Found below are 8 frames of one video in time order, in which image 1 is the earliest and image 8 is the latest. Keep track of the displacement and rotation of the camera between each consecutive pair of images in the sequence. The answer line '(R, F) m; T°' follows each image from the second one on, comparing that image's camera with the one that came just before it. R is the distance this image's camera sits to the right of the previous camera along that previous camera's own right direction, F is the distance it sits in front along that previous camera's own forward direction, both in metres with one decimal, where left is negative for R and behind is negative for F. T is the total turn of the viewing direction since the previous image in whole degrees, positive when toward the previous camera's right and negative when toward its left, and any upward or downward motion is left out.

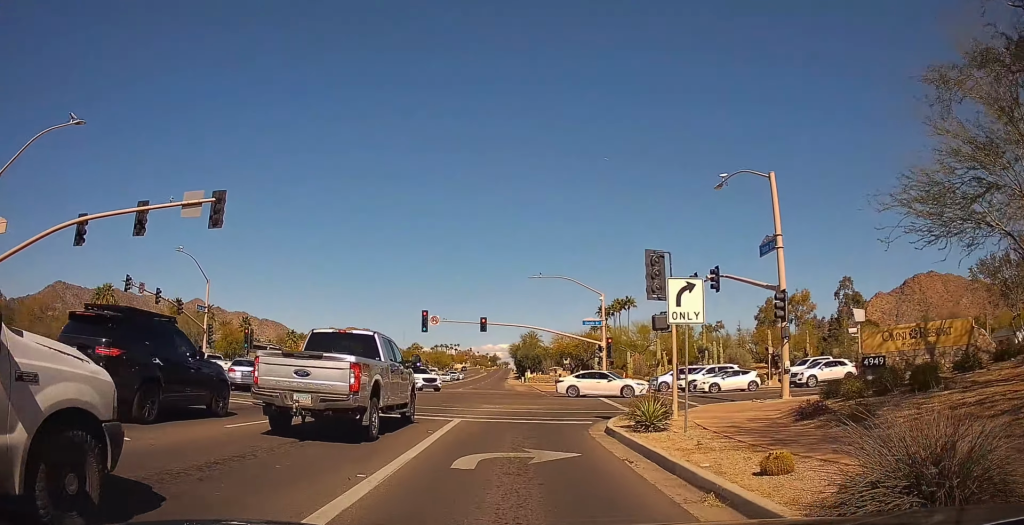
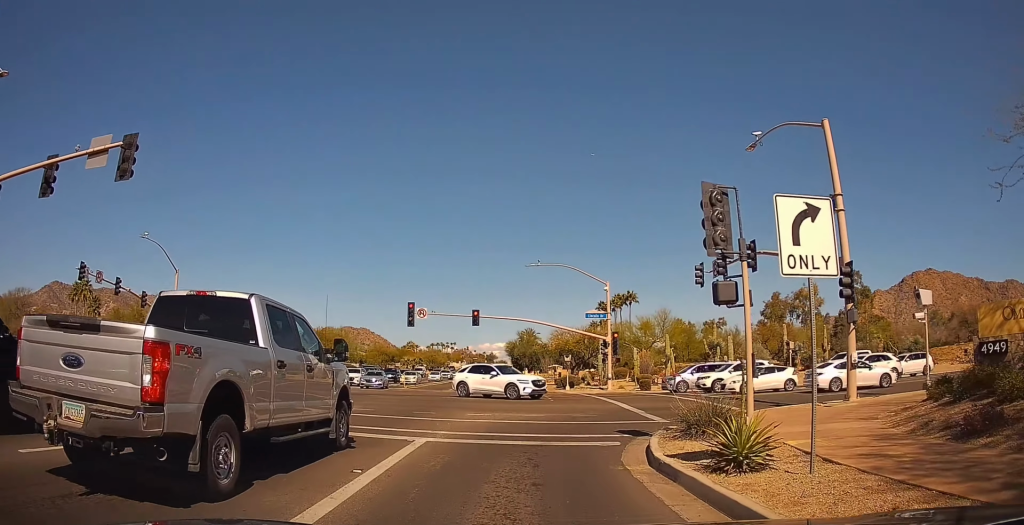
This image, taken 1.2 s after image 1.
(-0.3, +5.2) m; -3°
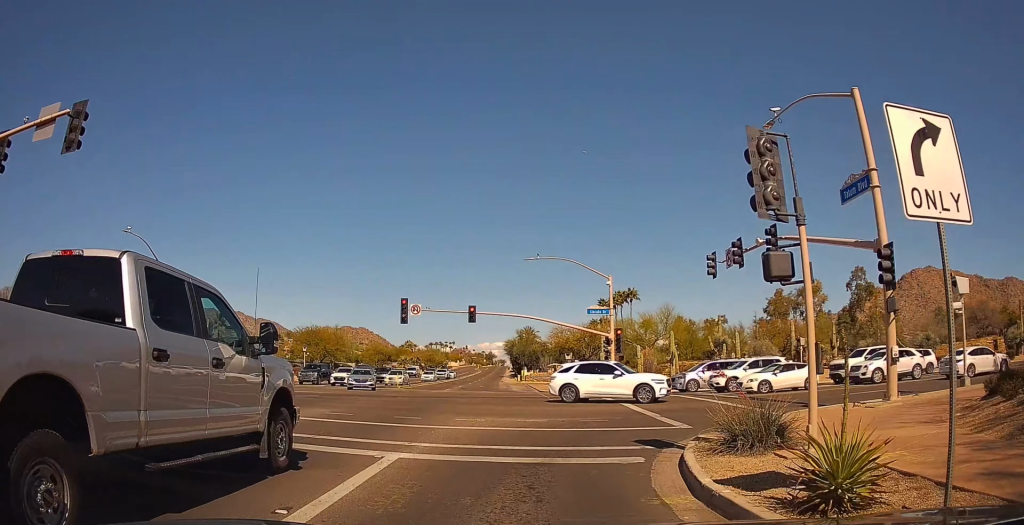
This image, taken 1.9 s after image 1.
(+0.1, +2.2) m; +4°
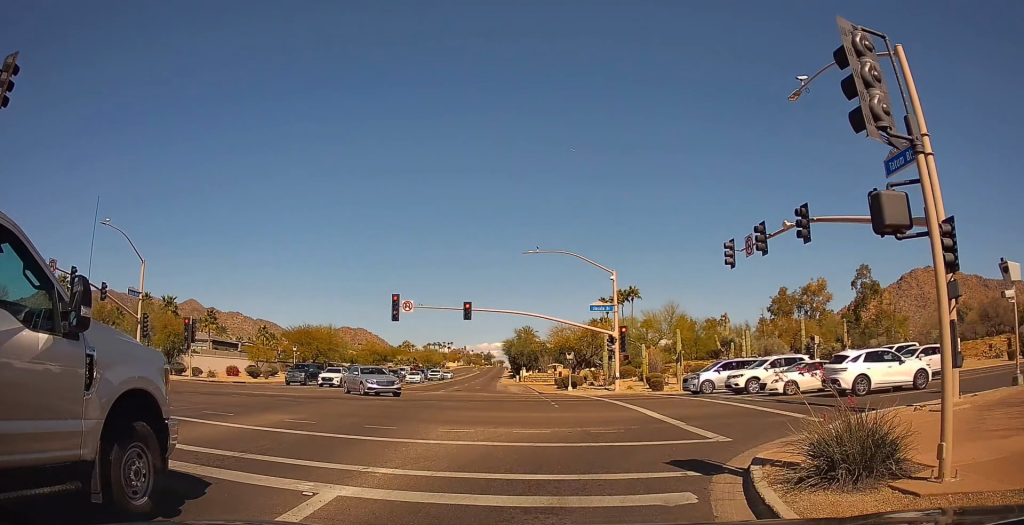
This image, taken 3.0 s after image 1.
(+0.2, +3.4) m; -2°
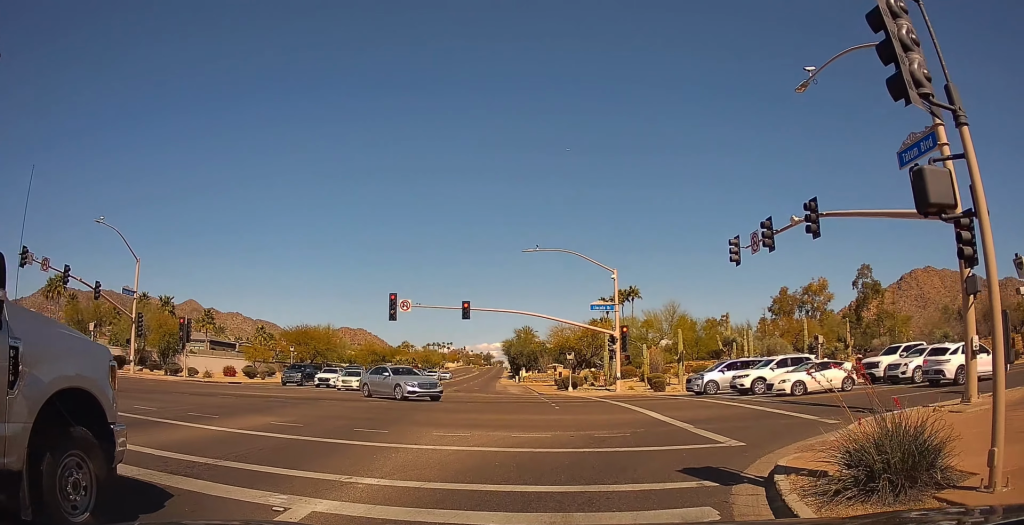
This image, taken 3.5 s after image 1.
(0.0, +0.9) m; -1°
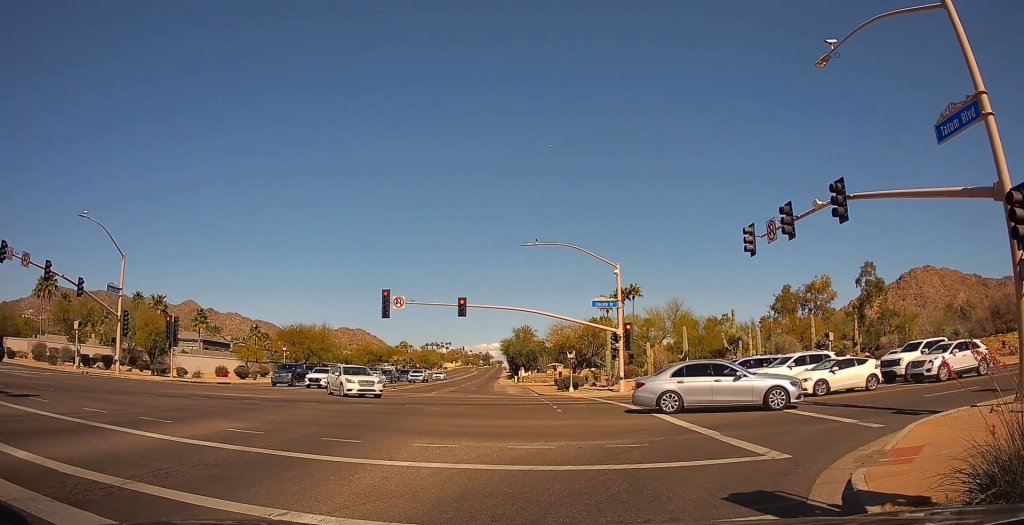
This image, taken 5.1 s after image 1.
(-0.5, +1.1) m; 0°
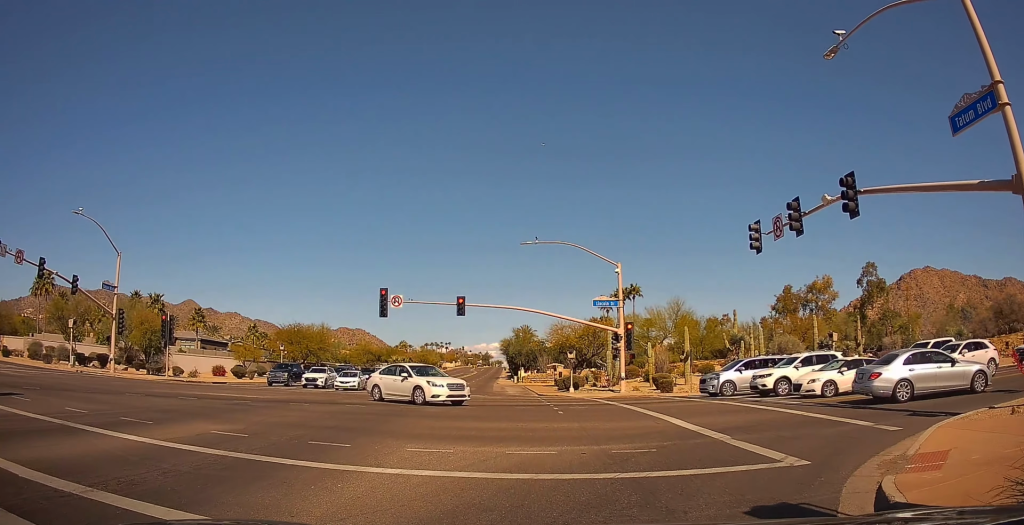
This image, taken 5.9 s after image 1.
(-0.2, +0.3) m; 0°
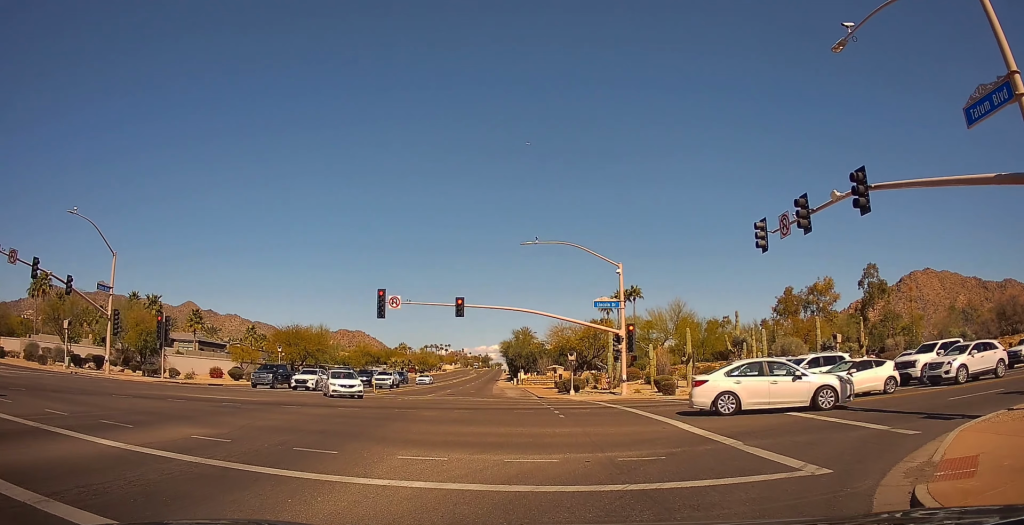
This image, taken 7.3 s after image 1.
(-0.2, +0.7) m; 0°
